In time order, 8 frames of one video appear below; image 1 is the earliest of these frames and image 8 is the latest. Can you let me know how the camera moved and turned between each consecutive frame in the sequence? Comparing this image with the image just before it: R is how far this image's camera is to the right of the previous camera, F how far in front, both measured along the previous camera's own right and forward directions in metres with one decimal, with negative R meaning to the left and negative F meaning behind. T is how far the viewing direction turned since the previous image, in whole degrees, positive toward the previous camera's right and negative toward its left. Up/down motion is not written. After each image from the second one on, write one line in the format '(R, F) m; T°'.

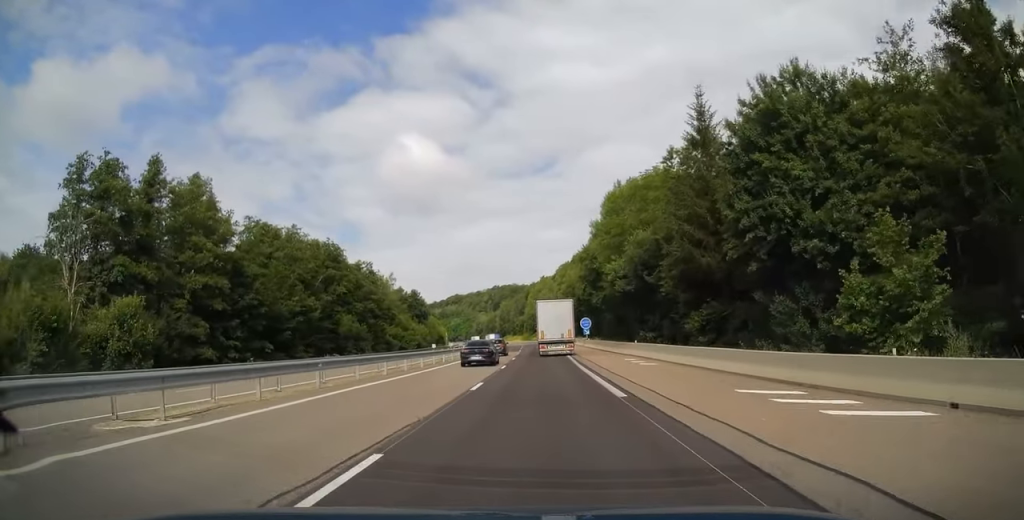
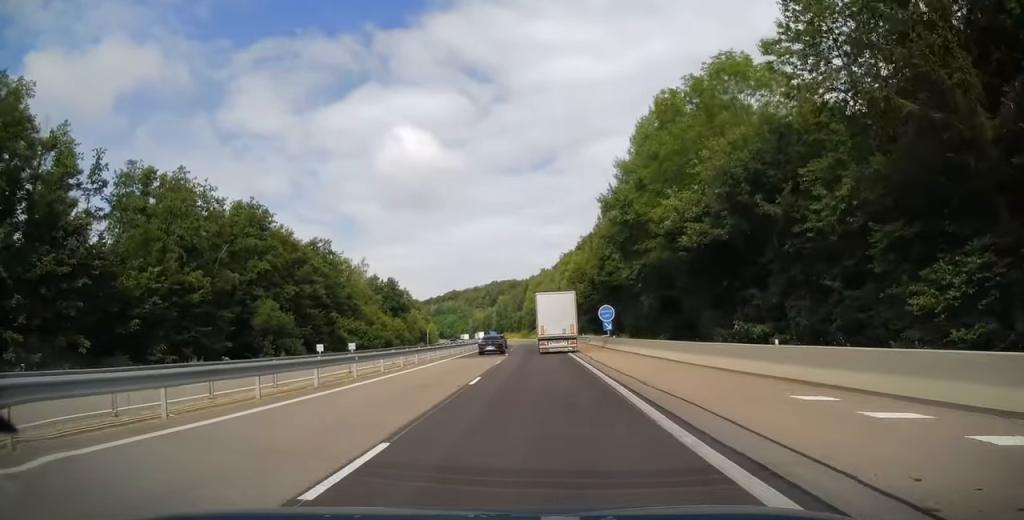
(-0.3, +23.4) m; 0°
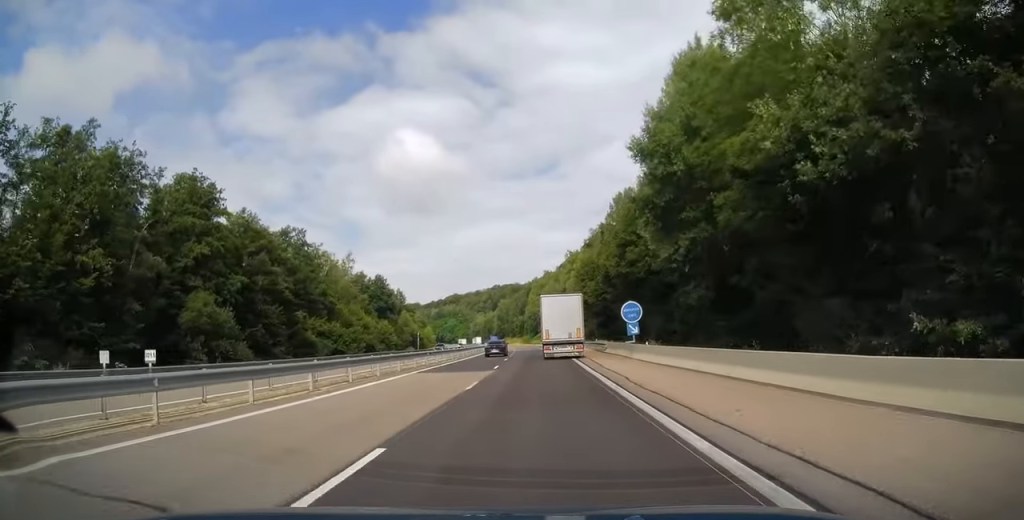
(+0.3, +12.4) m; 0°
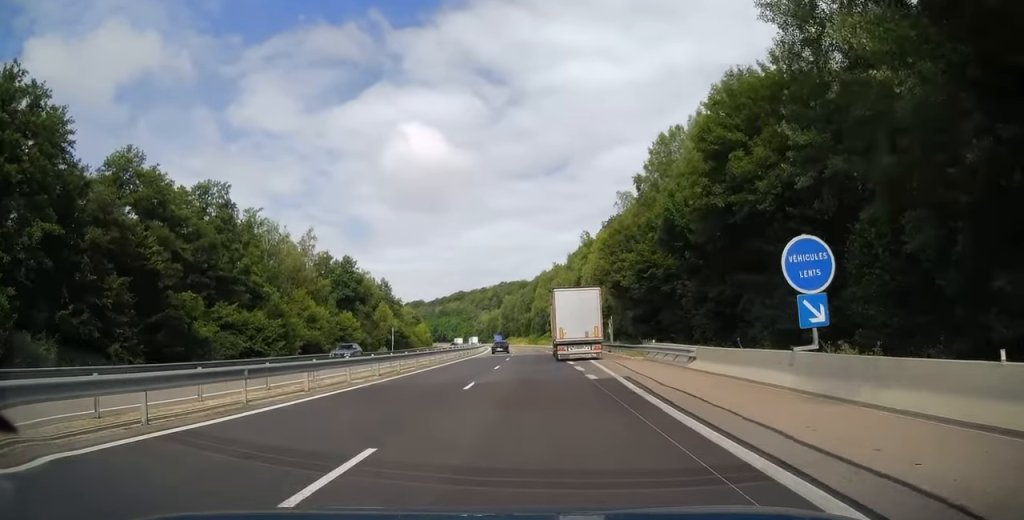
(-0.2, +24.5) m; -2°
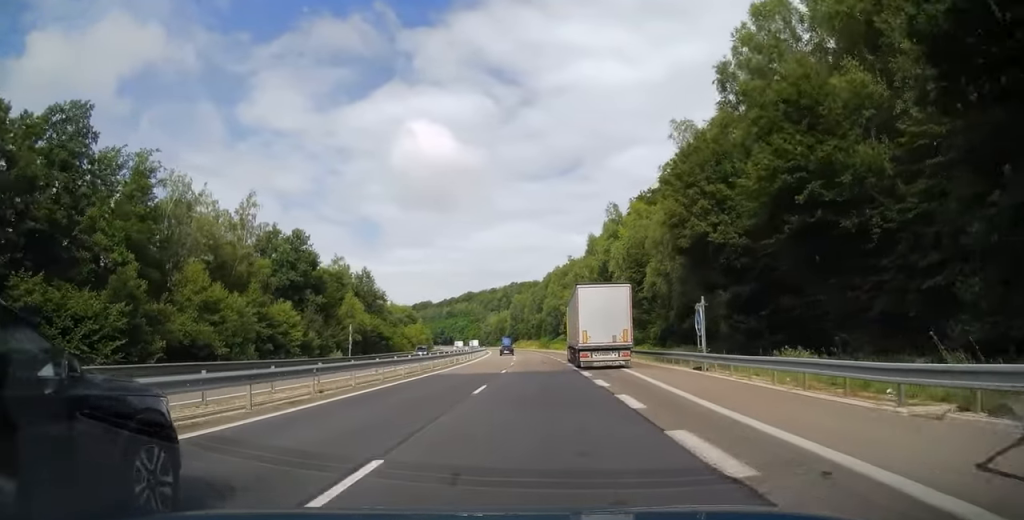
(-0.5, +24.6) m; -1°
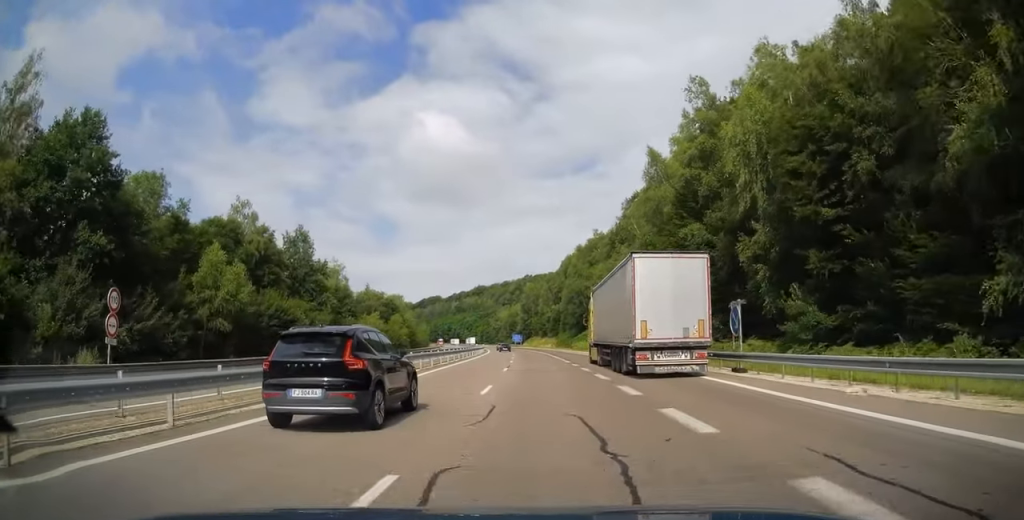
(-0.2, +40.5) m; -1°
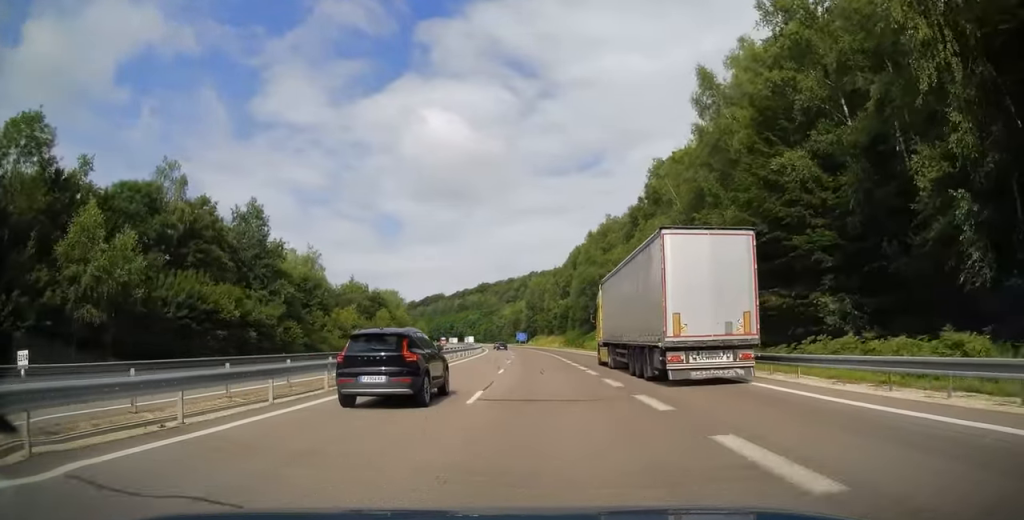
(+0.1, +15.9) m; -1°
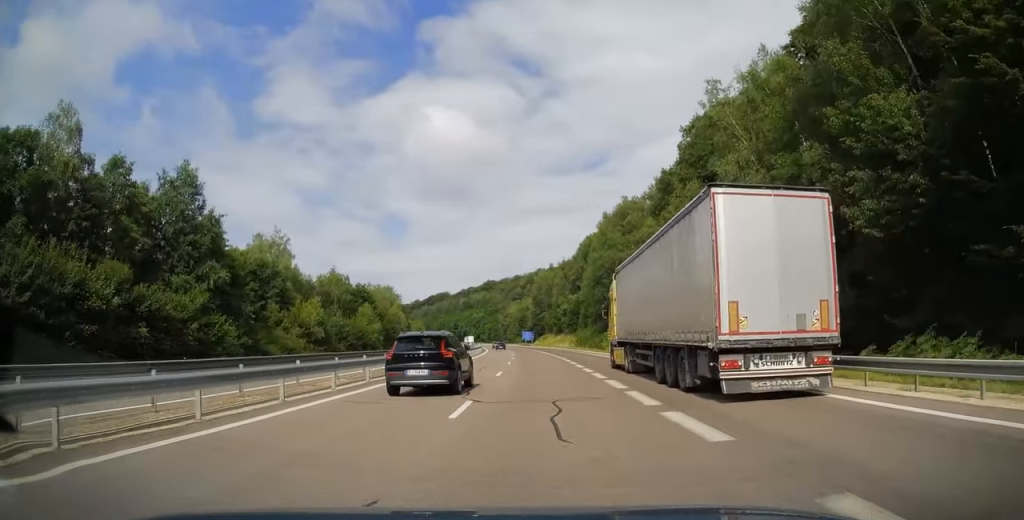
(-0.3, +15.7) m; -1°
